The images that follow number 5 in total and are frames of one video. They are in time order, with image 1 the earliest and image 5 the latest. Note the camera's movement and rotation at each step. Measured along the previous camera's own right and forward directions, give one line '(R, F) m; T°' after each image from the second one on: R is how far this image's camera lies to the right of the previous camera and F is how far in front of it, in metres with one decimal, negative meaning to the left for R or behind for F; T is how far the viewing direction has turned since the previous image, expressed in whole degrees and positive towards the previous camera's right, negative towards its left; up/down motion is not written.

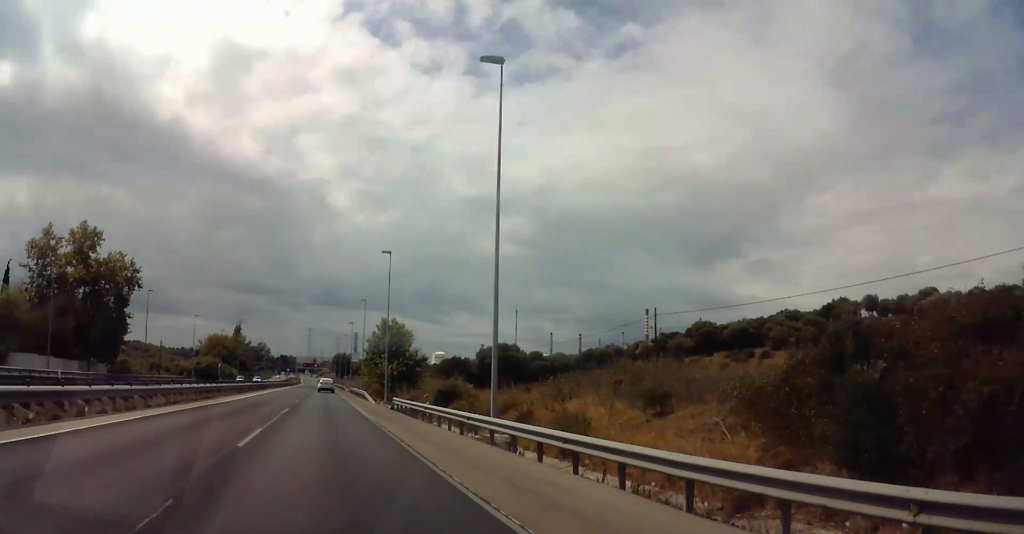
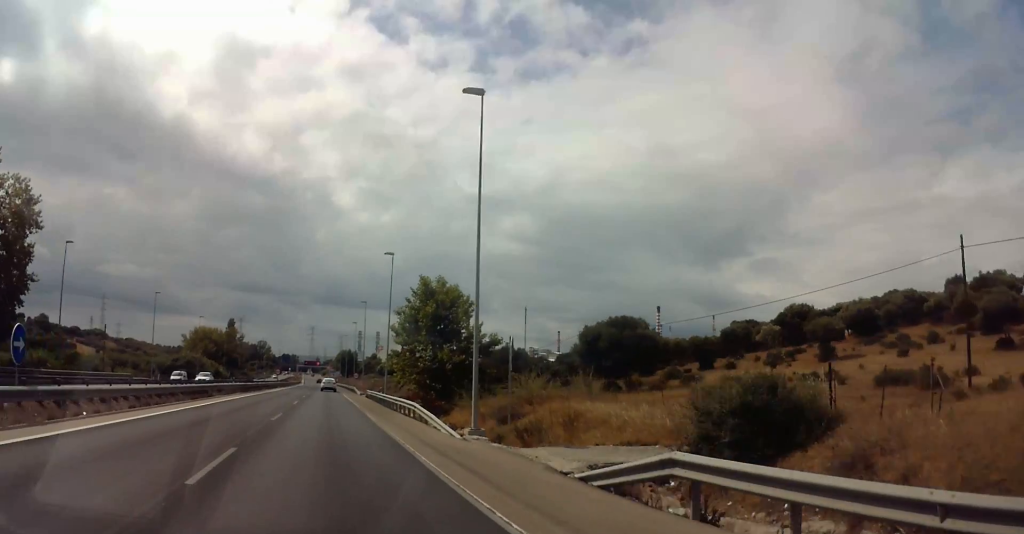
(-0.5, +32.0) m; -1°
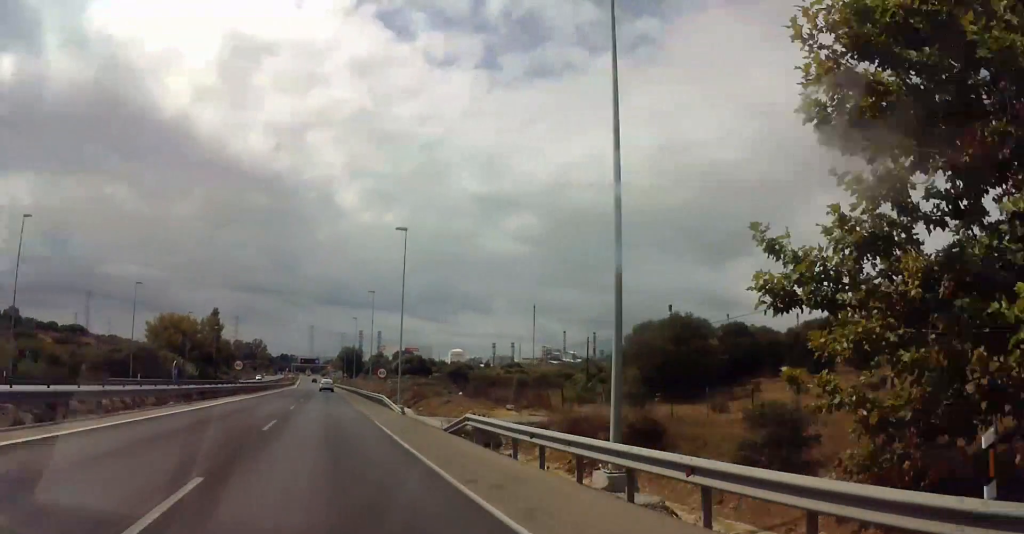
(+0.8, +45.9) m; +1°
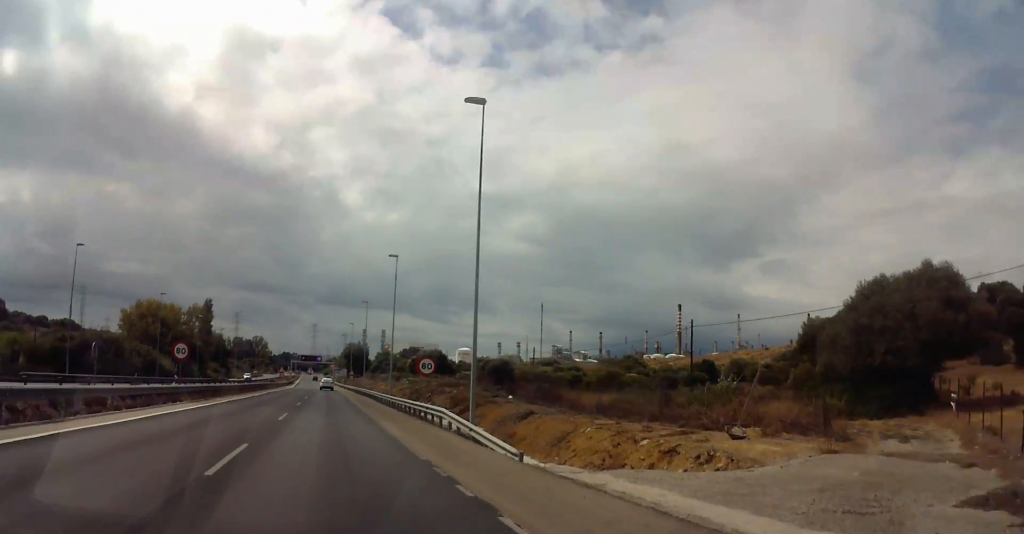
(-0.4, +22.2) m; -1°
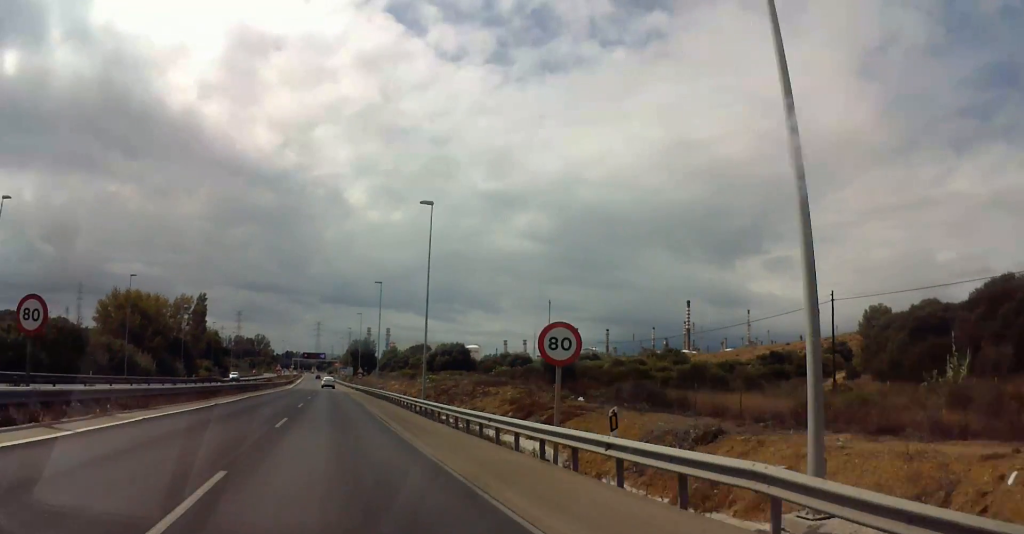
(0.0, +18.0) m; 0°
